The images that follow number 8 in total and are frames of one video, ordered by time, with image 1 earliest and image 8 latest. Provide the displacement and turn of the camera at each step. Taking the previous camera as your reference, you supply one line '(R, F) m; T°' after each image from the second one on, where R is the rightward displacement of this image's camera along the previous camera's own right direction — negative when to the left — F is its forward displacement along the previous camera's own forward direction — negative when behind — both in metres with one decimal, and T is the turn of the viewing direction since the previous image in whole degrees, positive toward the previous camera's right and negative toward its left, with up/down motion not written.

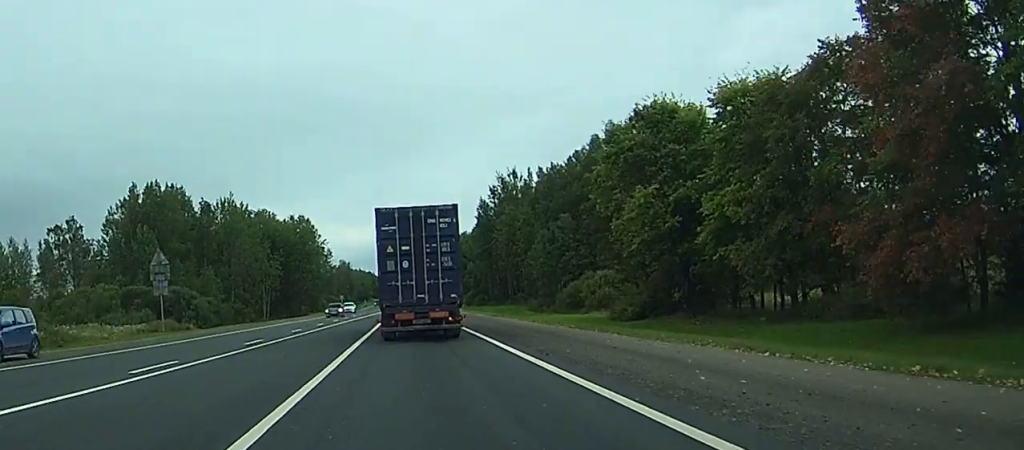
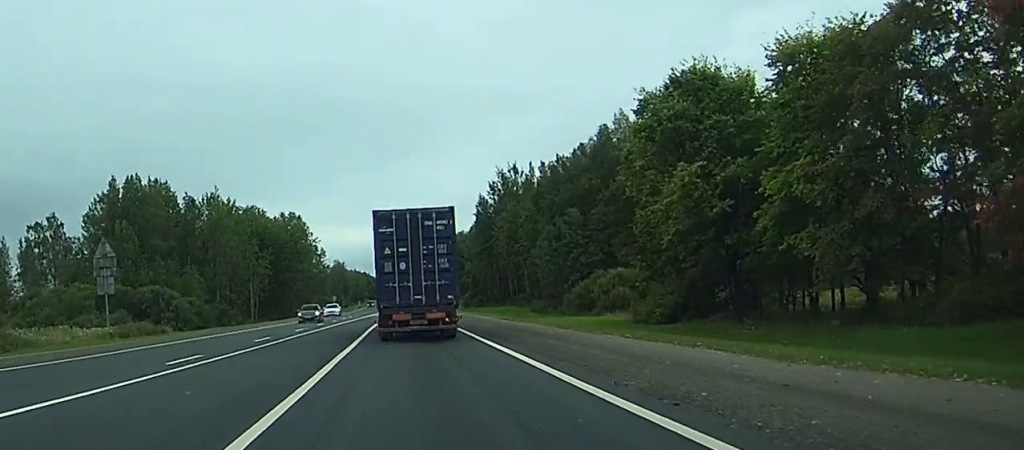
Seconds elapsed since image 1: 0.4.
(0.0, +9.2) m; 0°
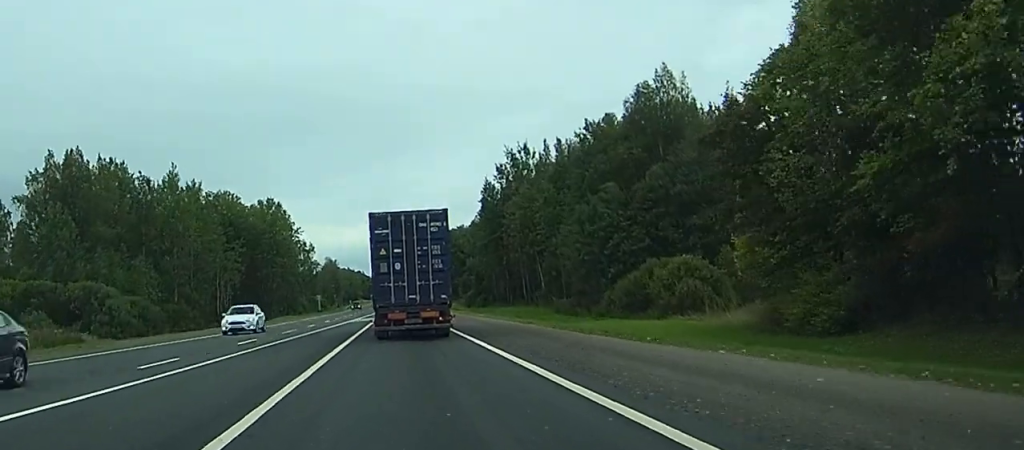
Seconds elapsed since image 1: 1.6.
(+0.1, +25.6) m; 0°
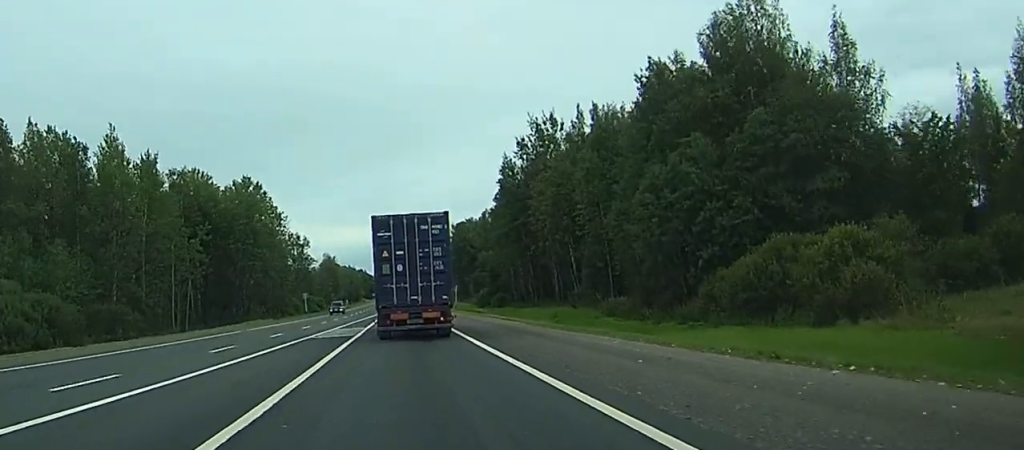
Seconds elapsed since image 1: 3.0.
(-0.1, +28.6) m; 0°
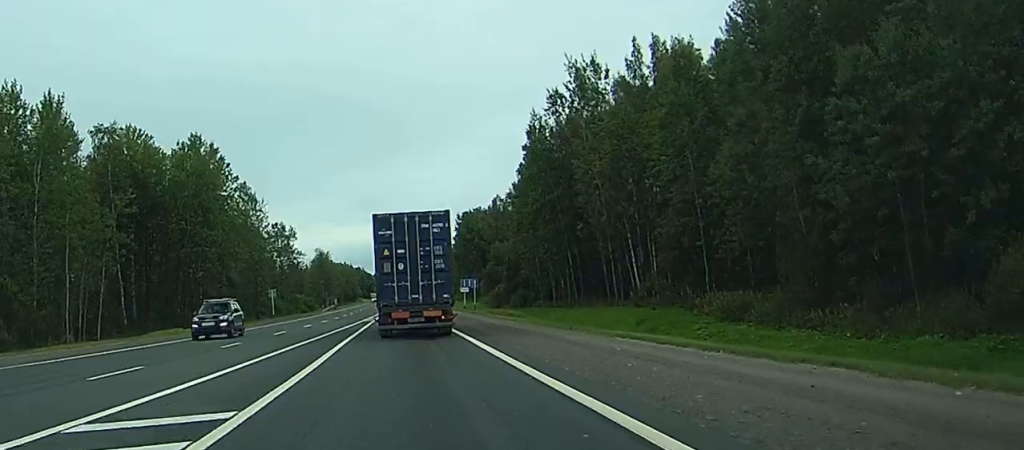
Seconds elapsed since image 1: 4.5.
(+0.7, +34.1) m; +1°
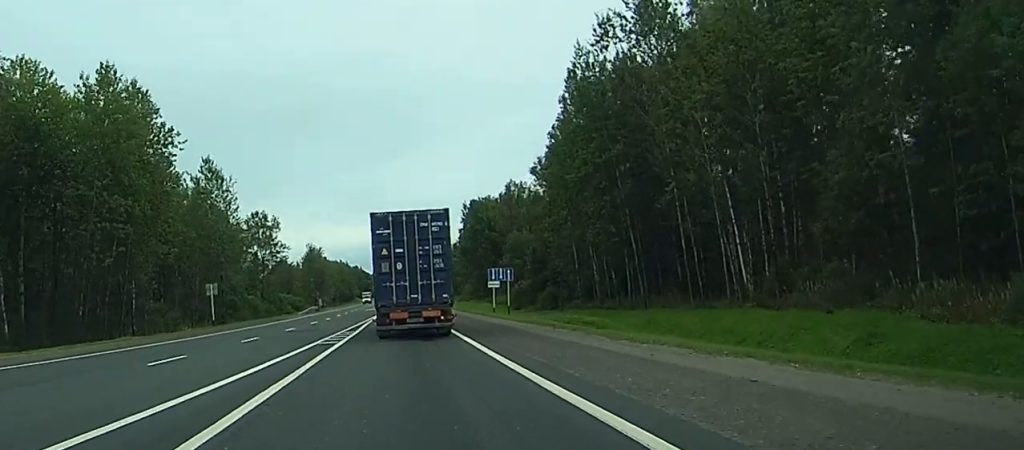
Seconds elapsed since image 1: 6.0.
(-1.0, +31.4) m; -3°
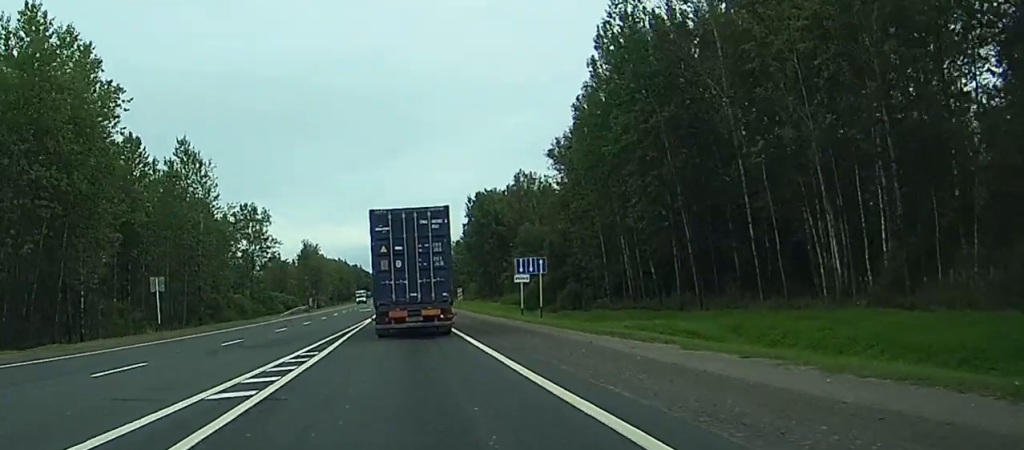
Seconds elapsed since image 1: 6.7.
(-0.2, +15.4) m; -1°
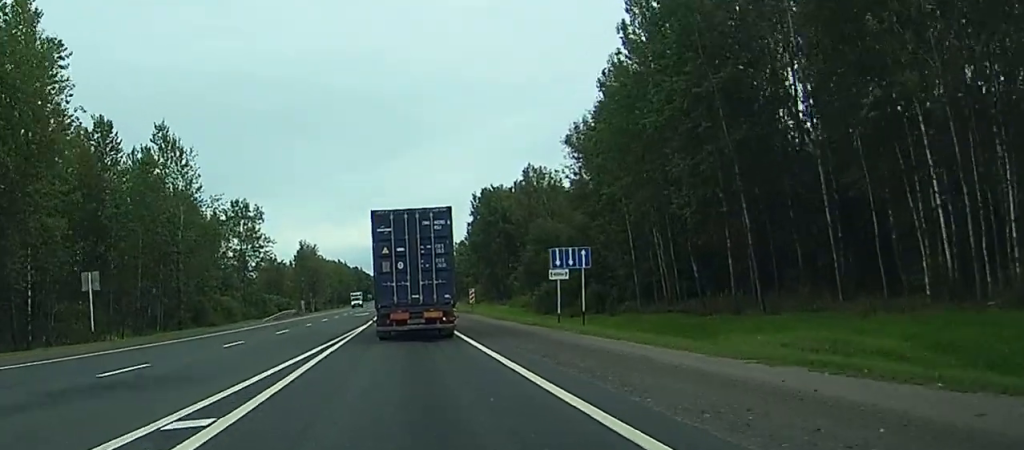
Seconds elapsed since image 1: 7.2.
(0.0, +11.8) m; 0°
